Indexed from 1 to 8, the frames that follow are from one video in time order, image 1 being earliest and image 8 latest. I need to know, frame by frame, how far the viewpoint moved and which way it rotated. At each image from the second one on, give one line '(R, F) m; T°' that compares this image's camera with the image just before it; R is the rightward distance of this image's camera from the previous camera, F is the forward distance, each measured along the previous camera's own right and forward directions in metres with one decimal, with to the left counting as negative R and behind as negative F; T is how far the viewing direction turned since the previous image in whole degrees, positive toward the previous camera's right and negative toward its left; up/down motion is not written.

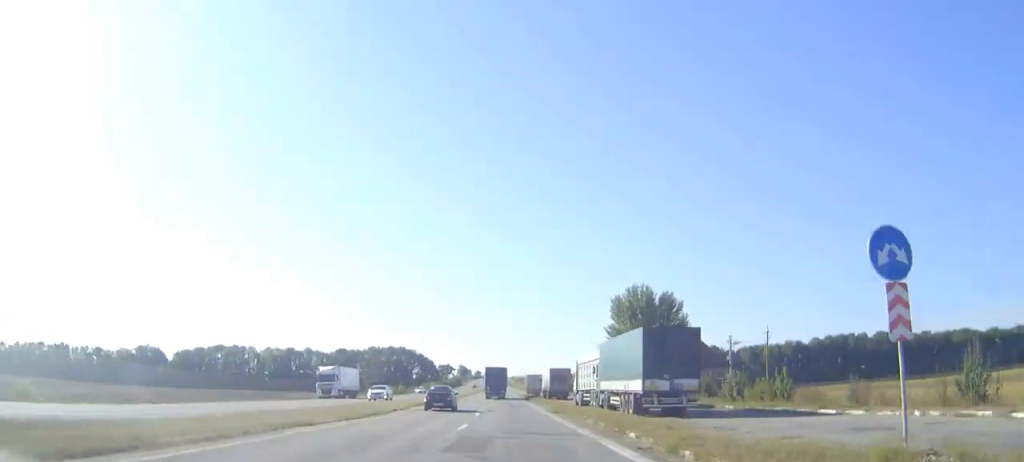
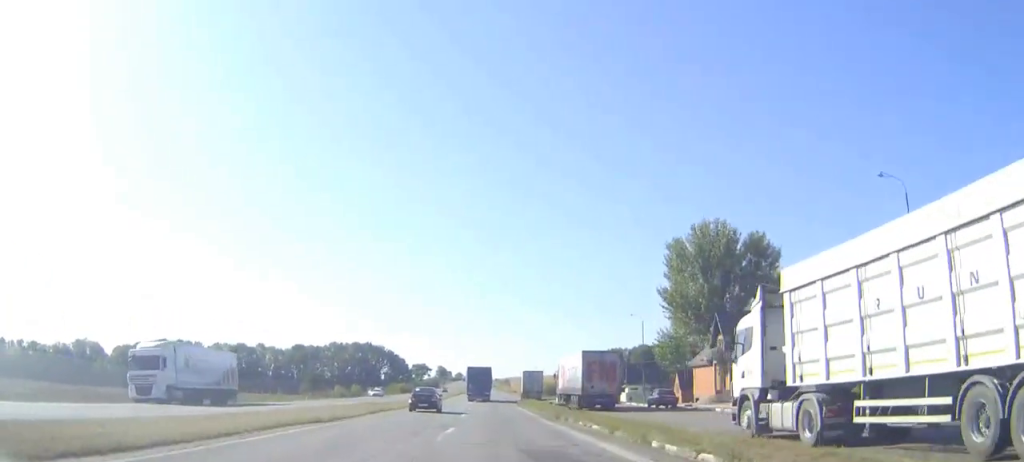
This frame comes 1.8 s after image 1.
(0.0, +47.8) m; 0°
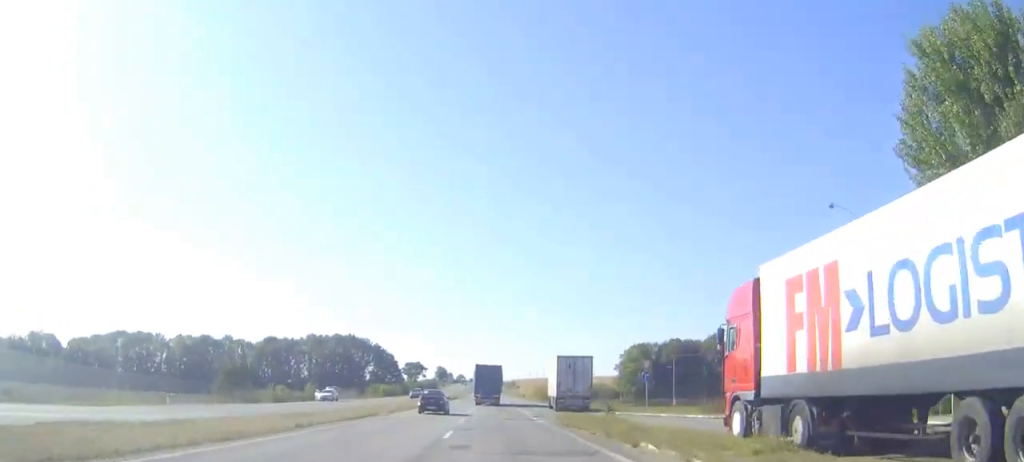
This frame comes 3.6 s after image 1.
(0.0, +46.8) m; 0°
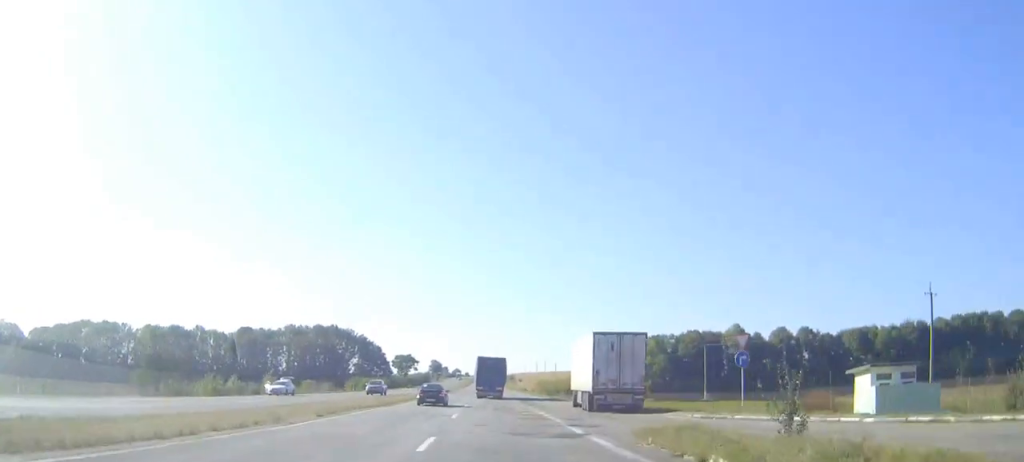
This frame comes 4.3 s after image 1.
(0.0, +19.4) m; 0°
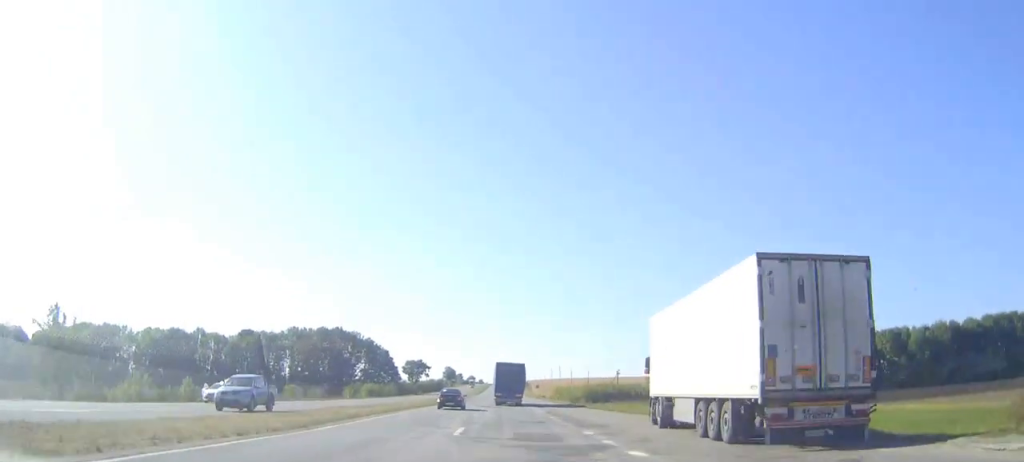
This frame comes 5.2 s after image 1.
(0.0, +23.7) m; 0°
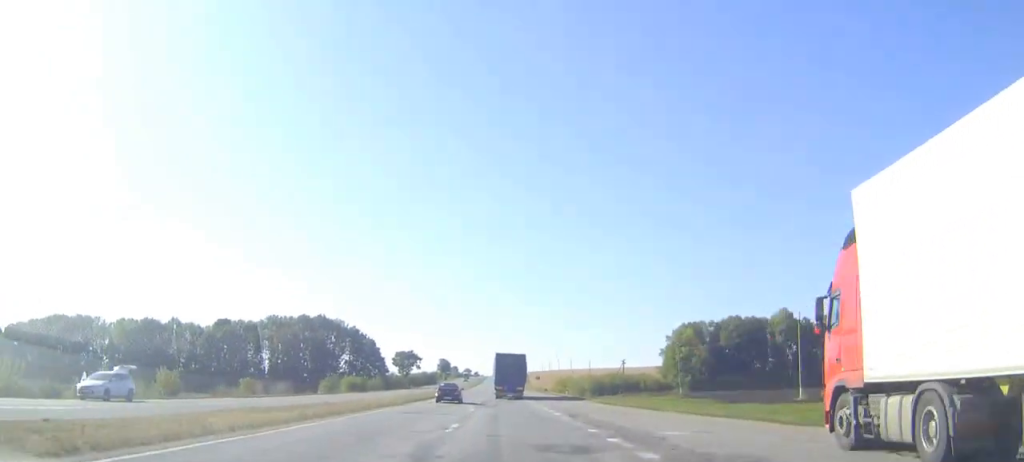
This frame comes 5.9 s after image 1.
(0.0, +17.5) m; 0°
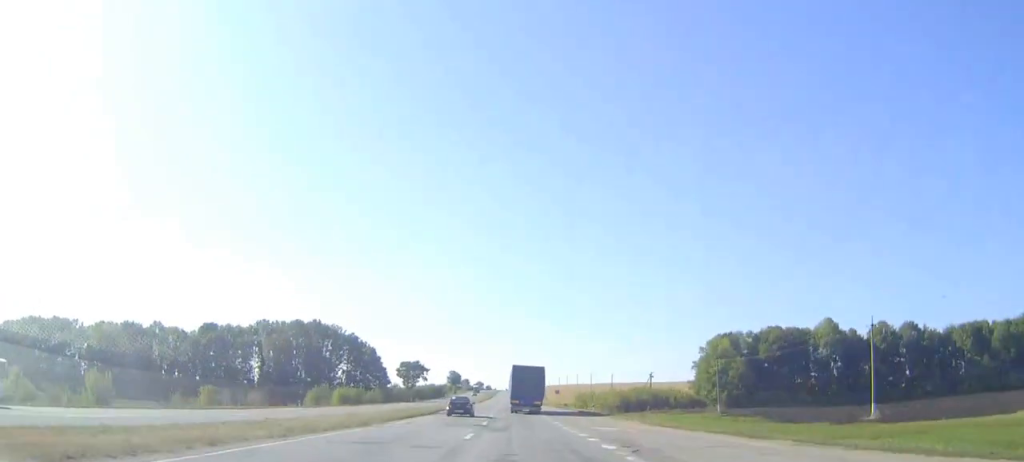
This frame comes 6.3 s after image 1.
(0.0, +12.1) m; 0°
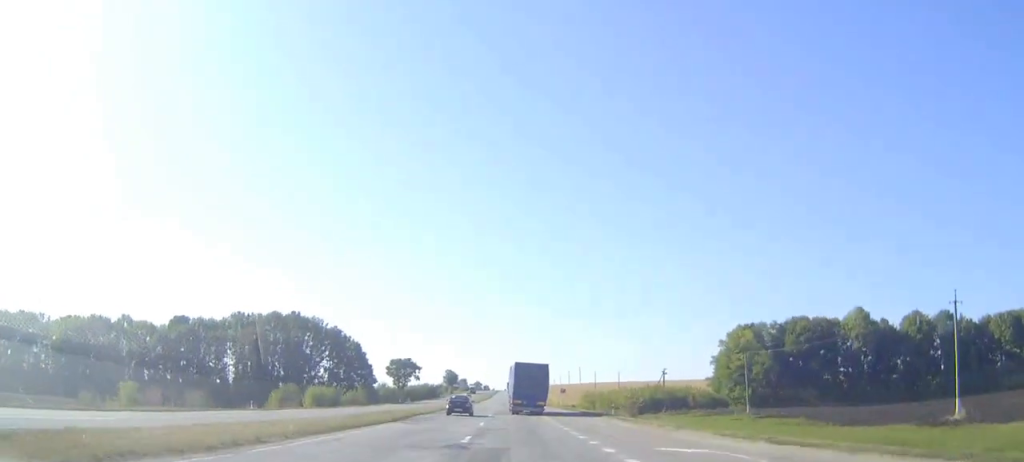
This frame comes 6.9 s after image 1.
(0.0, +15.6) m; 0°
